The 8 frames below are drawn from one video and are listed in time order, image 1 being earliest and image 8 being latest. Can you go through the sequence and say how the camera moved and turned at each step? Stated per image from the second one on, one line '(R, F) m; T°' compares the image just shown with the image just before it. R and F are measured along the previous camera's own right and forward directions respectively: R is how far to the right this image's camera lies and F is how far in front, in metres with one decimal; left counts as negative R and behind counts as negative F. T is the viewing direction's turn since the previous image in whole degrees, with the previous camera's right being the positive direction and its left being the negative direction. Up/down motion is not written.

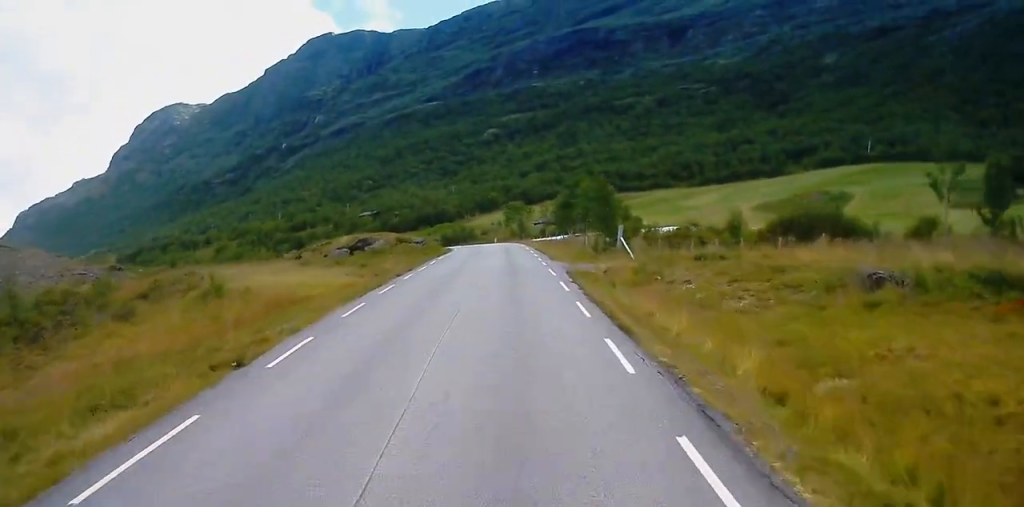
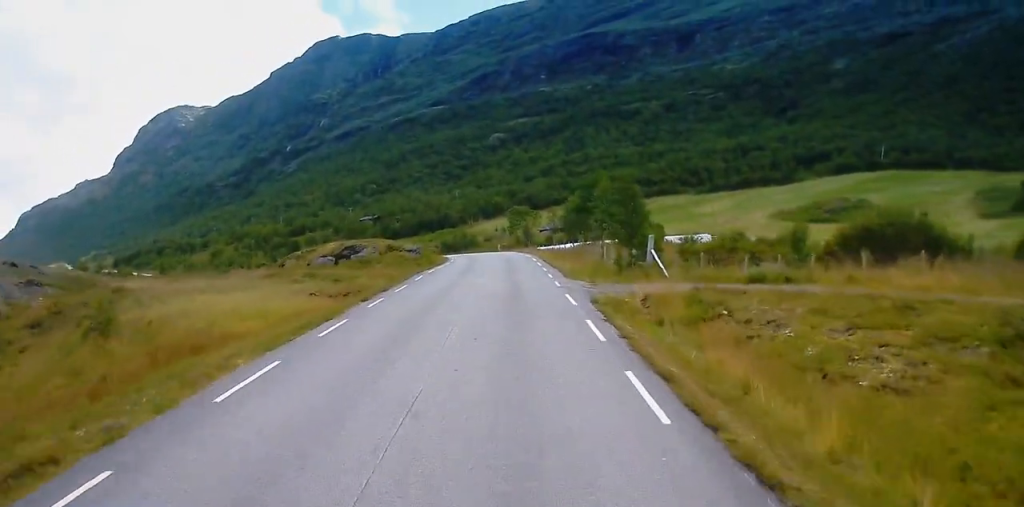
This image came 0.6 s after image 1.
(0.0, +8.1) m; 0°
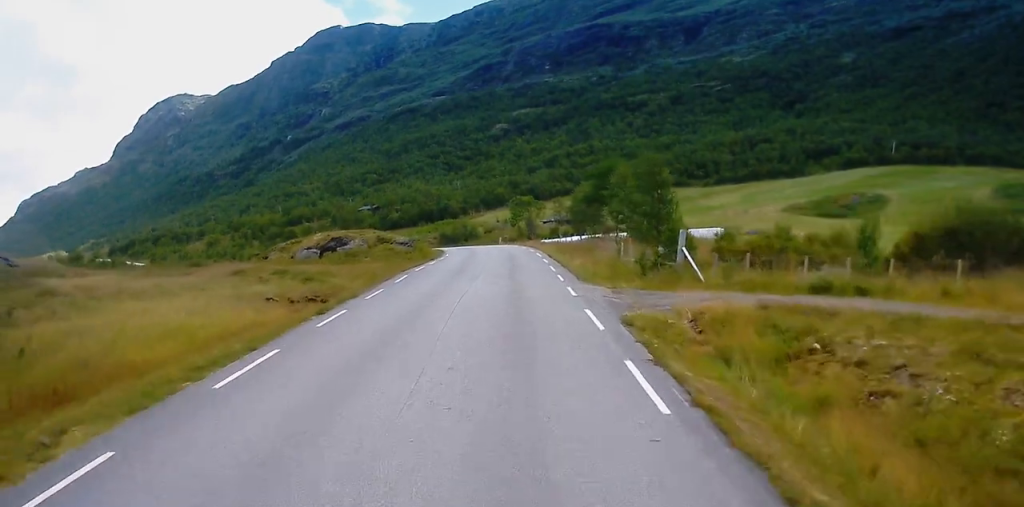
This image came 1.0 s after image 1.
(0.0, +5.9) m; 0°
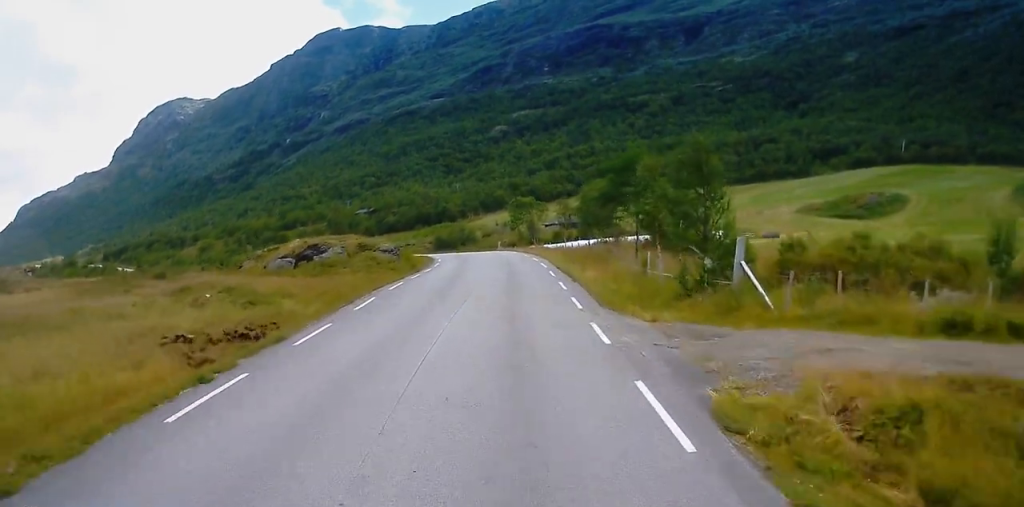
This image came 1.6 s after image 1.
(0.0, +7.3) m; 0°
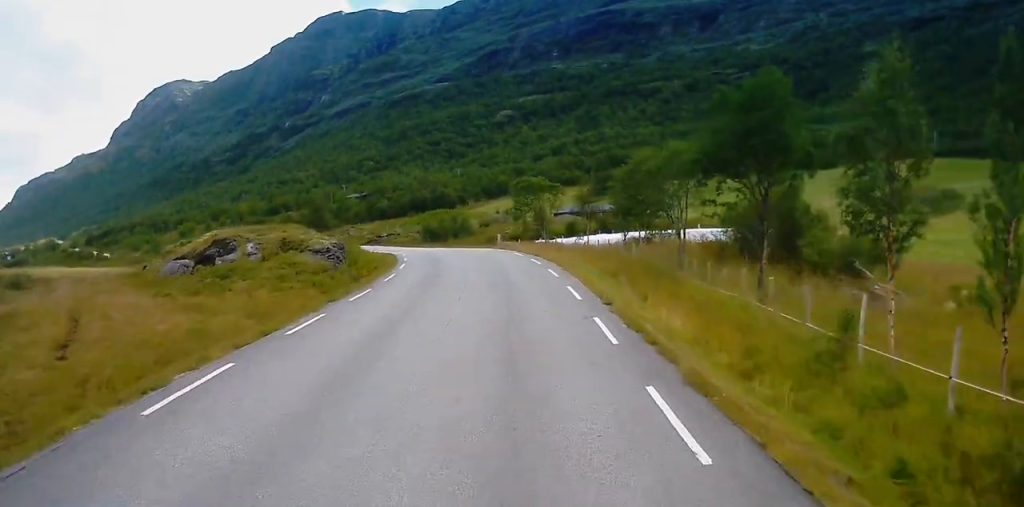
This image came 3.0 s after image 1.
(0.0, +18.4) m; 0°
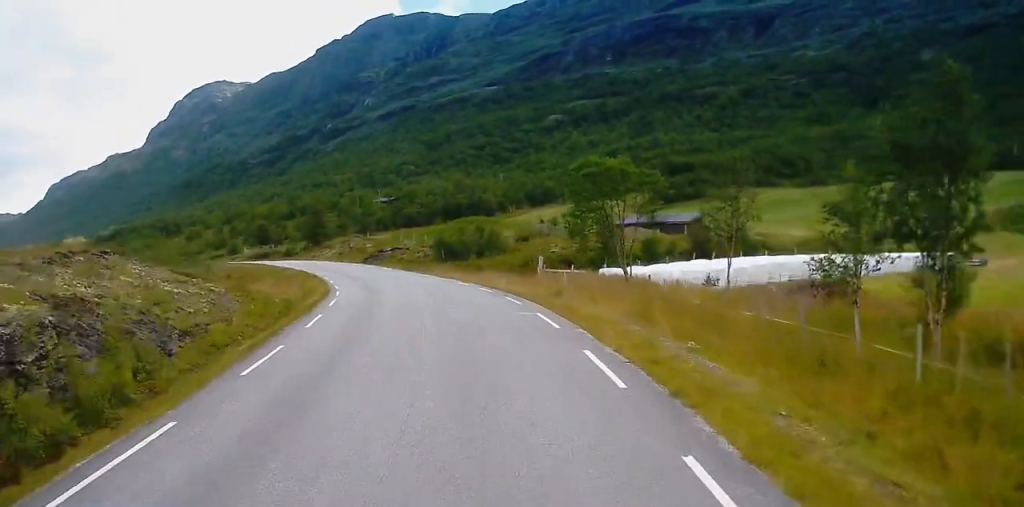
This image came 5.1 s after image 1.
(-1.2, +26.6) m; -8°
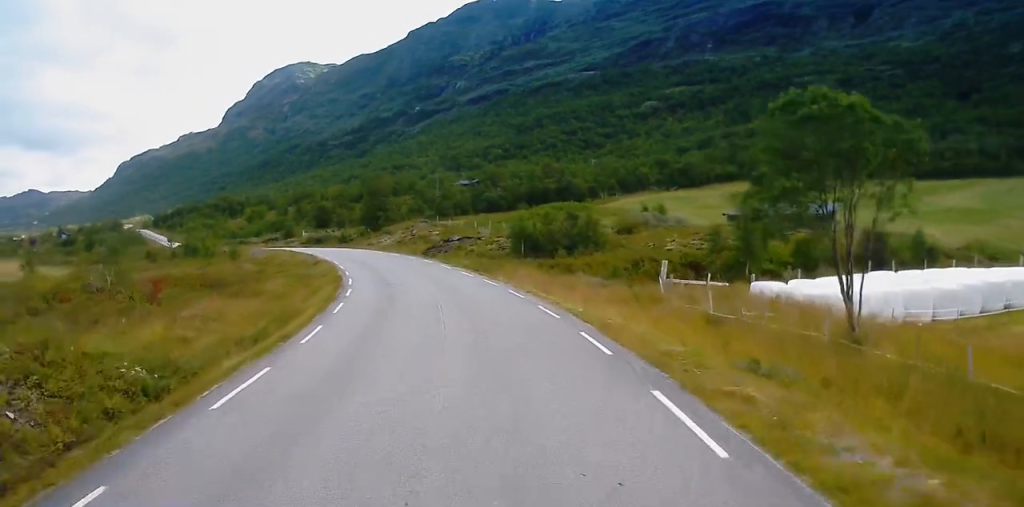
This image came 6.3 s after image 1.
(-0.6, +14.9) m; -3°
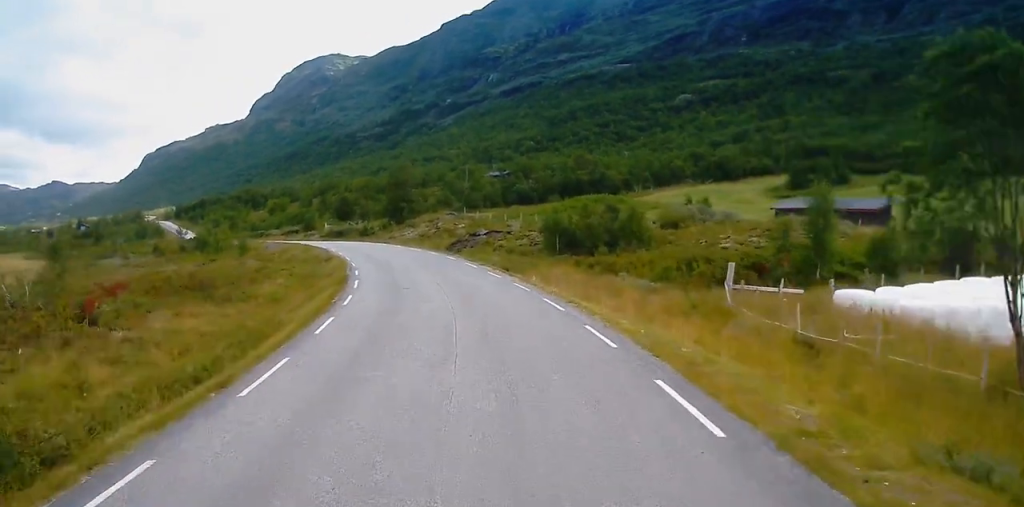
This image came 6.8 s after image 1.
(0.0, +5.3) m; -1°
